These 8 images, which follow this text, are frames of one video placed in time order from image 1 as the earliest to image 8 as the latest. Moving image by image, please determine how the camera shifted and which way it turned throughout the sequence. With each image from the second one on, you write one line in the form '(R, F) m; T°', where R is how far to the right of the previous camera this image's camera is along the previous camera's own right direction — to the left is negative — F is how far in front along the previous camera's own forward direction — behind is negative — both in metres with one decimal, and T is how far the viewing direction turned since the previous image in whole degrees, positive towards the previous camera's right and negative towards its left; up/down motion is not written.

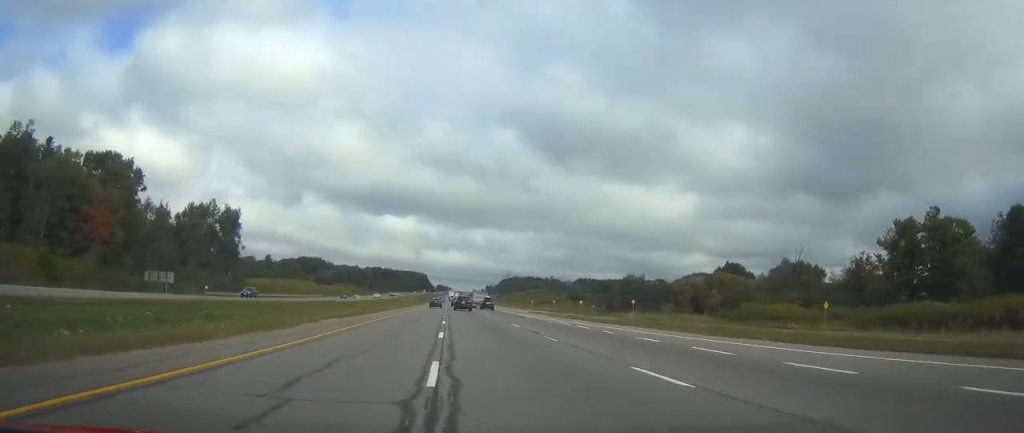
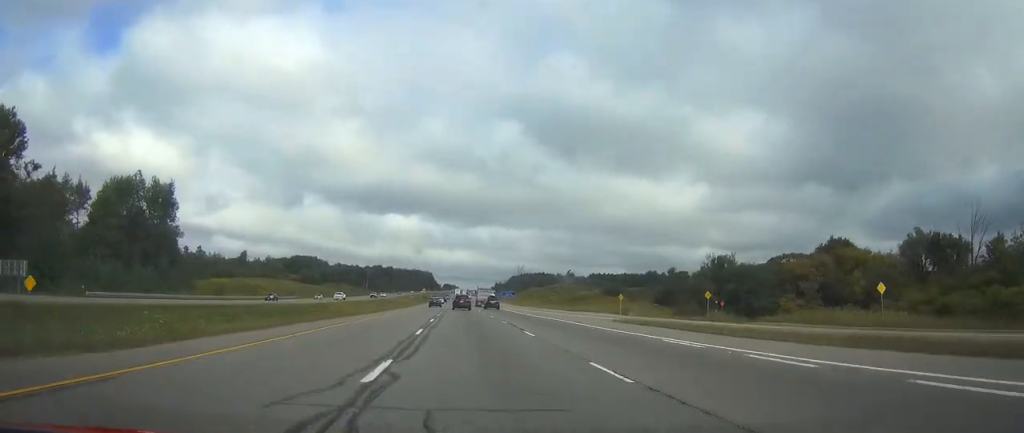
(-0.1, +48.1) m; 0°
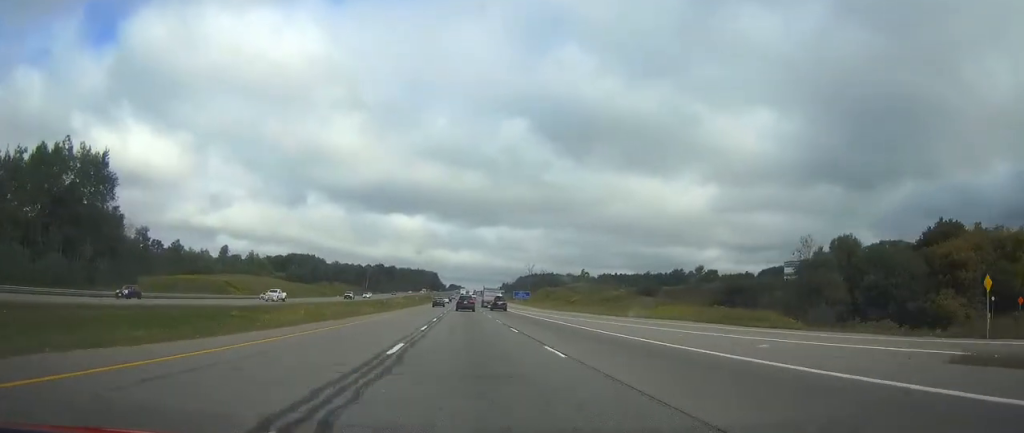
(-0.1, +31.2) m; 0°
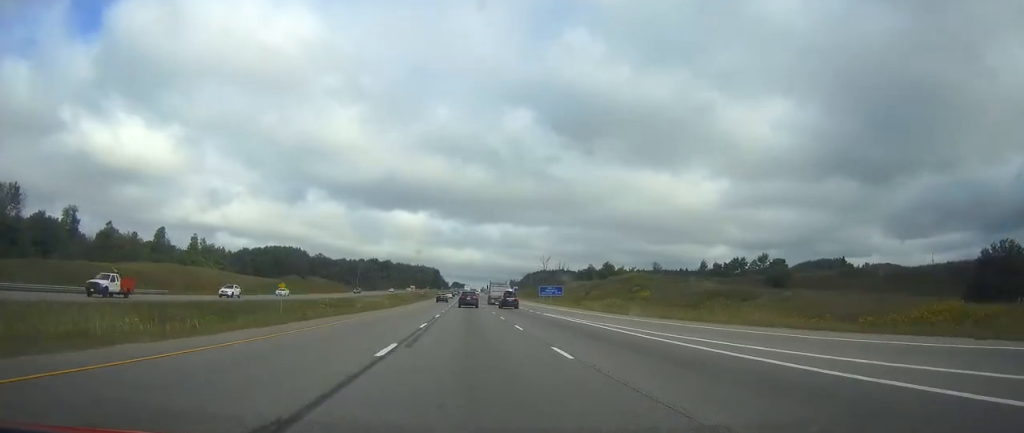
(-0.2, +61.8) m; 0°
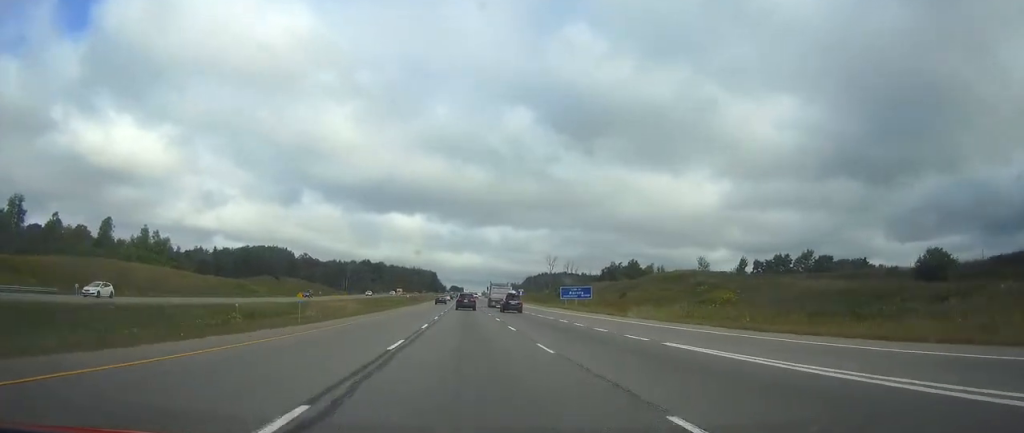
(0.0, +34.0) m; 0°
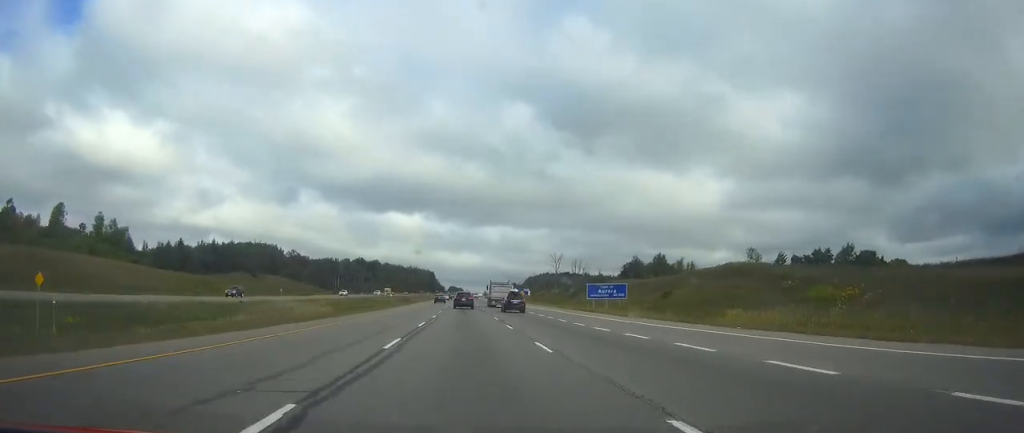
(0.0, +24.5) m; 0°
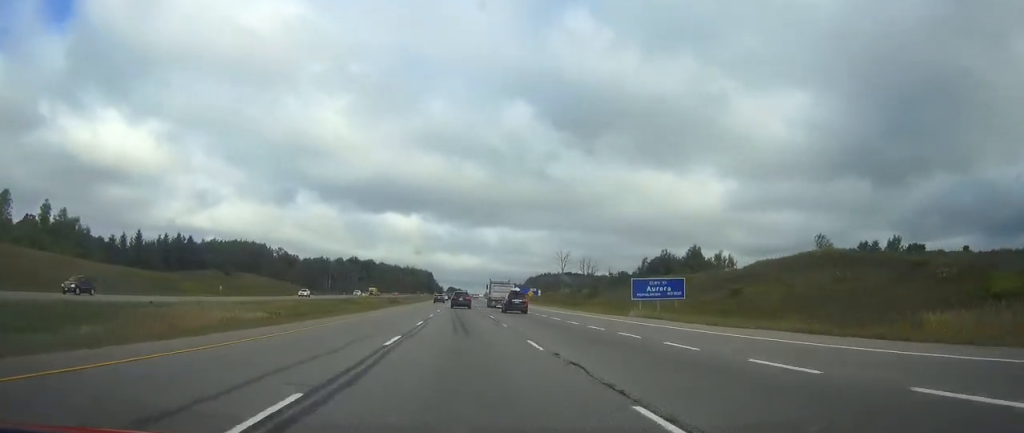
(+0.1, +23.2) m; 0°
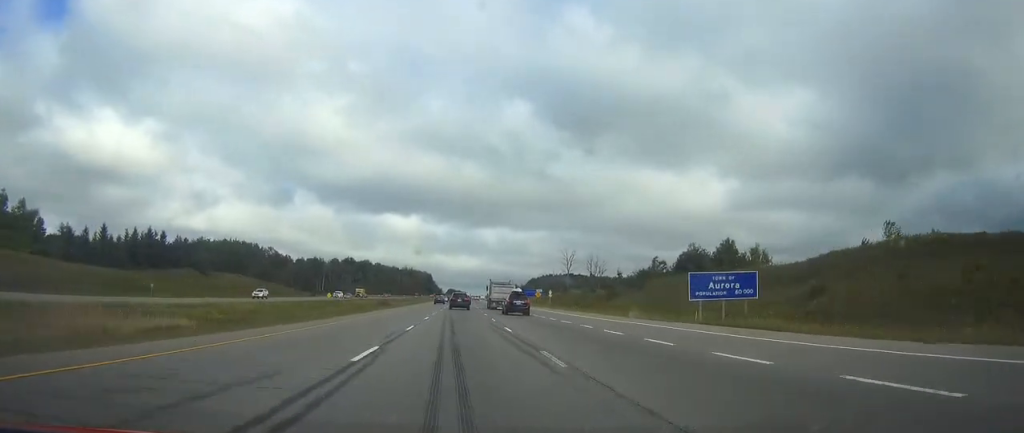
(0.0, +16.2) m; 0°
